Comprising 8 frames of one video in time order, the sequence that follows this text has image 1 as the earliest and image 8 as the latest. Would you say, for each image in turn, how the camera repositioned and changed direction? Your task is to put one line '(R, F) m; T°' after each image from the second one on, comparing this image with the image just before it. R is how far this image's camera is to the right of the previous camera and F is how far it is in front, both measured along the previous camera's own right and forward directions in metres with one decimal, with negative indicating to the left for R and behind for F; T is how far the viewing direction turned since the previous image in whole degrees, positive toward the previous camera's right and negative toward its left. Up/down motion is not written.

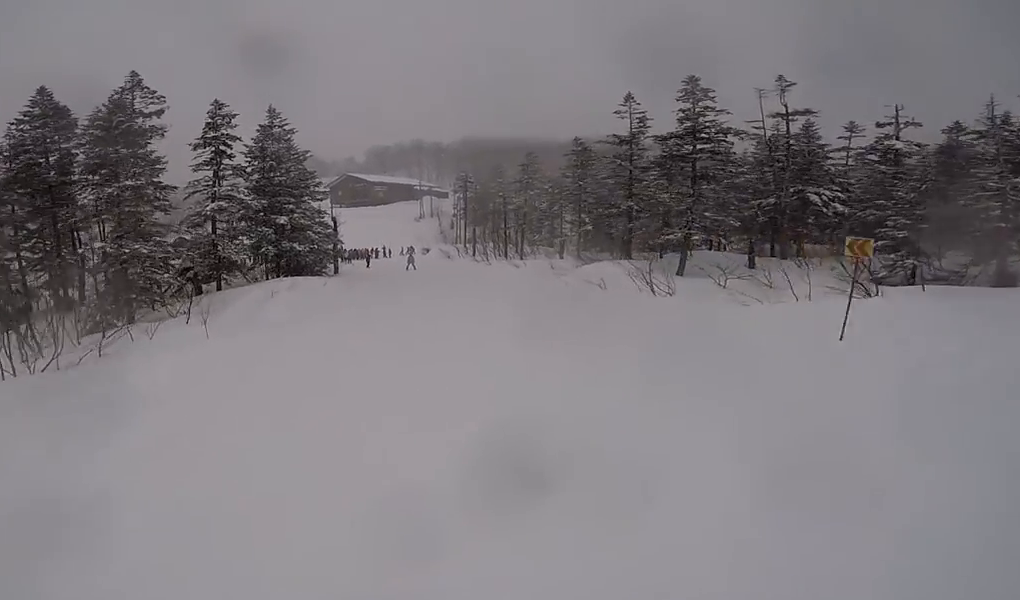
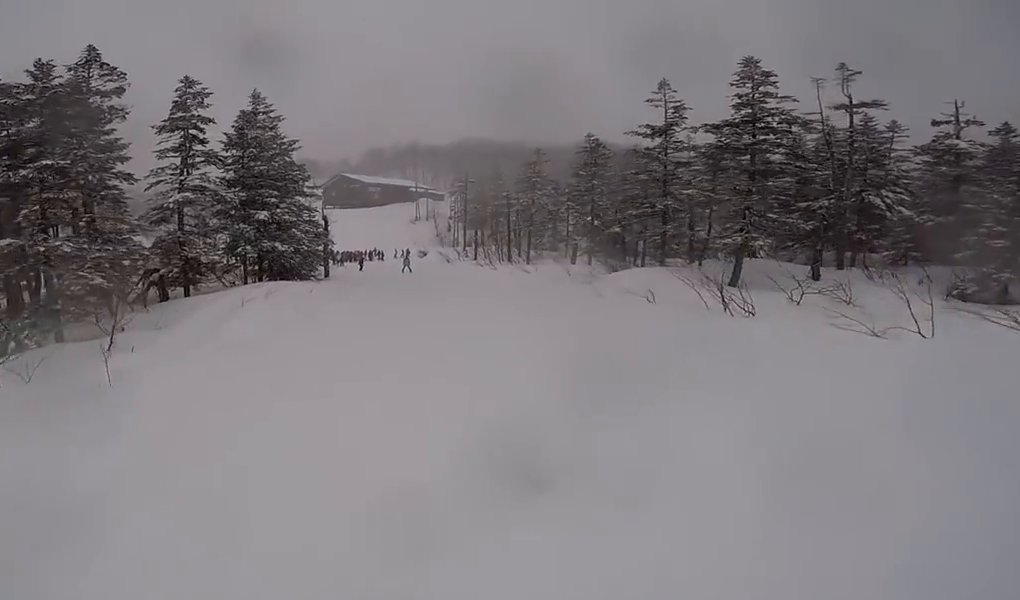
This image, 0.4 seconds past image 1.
(0.0, +3.7) m; 0°
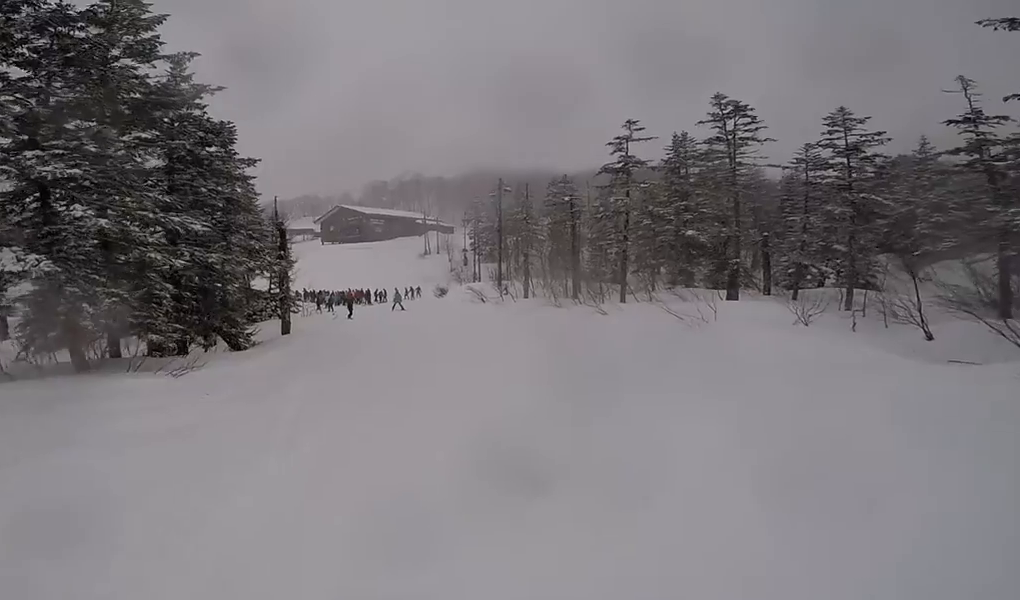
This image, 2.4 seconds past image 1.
(+0.4, +17.1) m; +1°
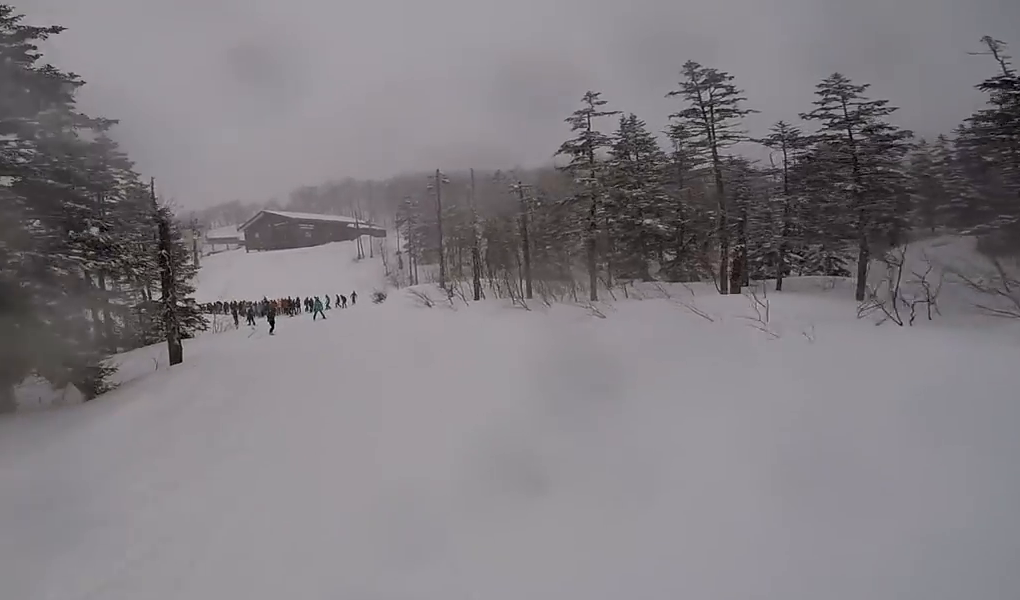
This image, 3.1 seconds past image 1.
(+0.1, +5.3) m; 0°
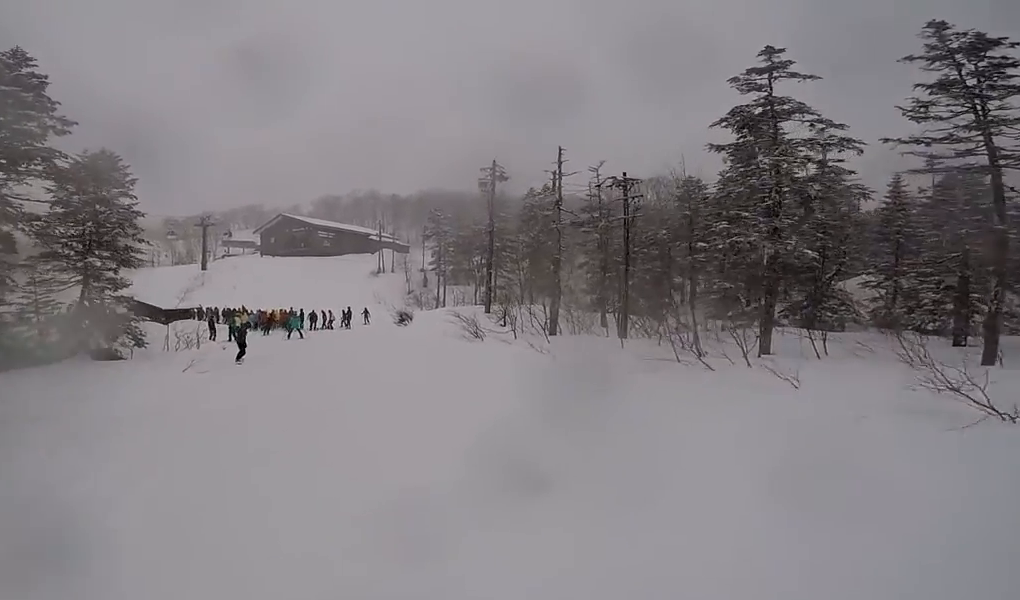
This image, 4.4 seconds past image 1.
(+0.3, +8.5) m; +7°
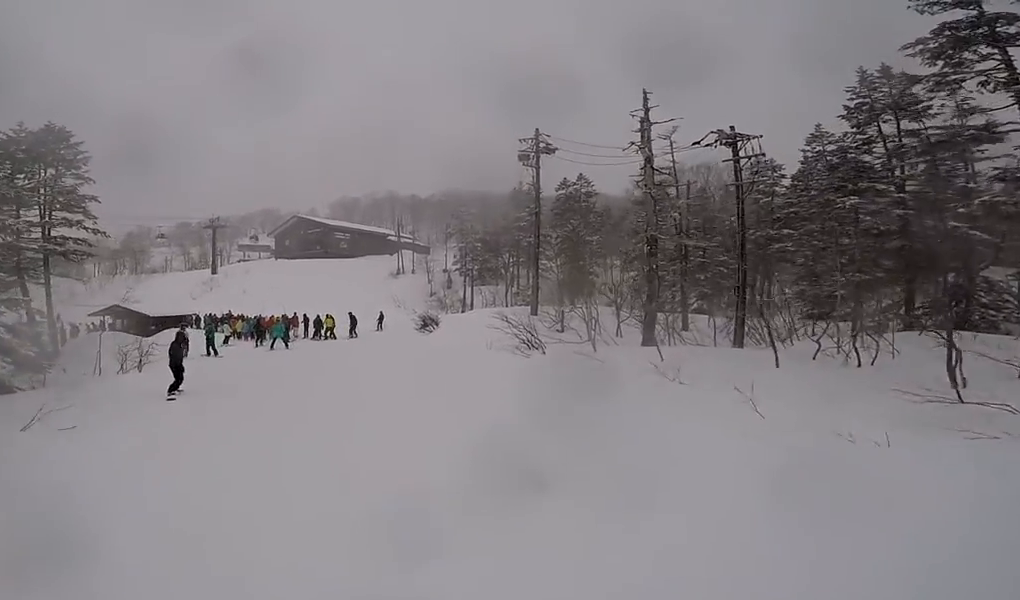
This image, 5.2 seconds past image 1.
(+0.5, +5.5) m; -5°
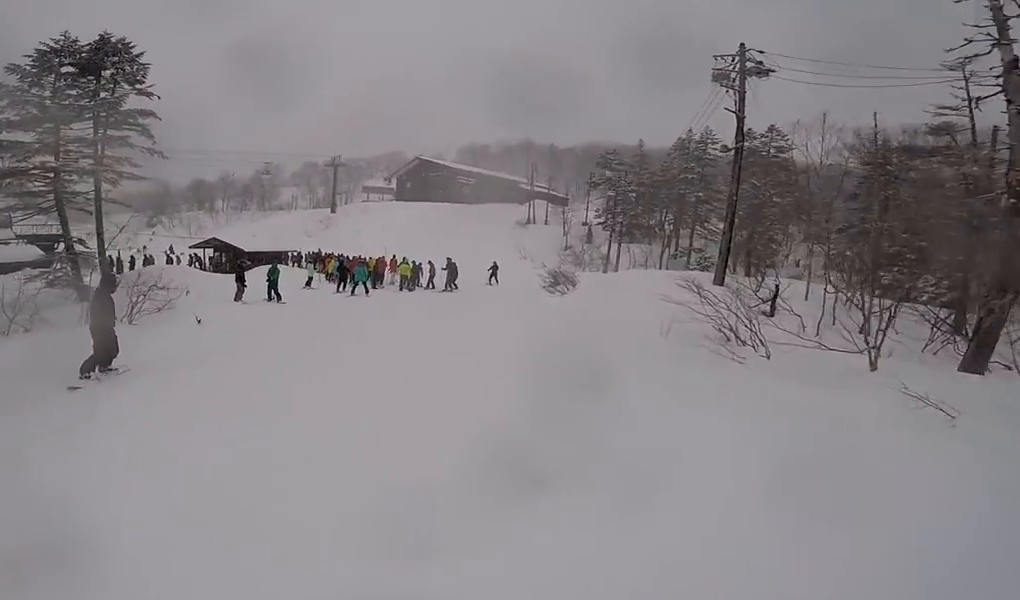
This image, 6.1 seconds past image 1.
(-1.0, +4.7) m; -13°
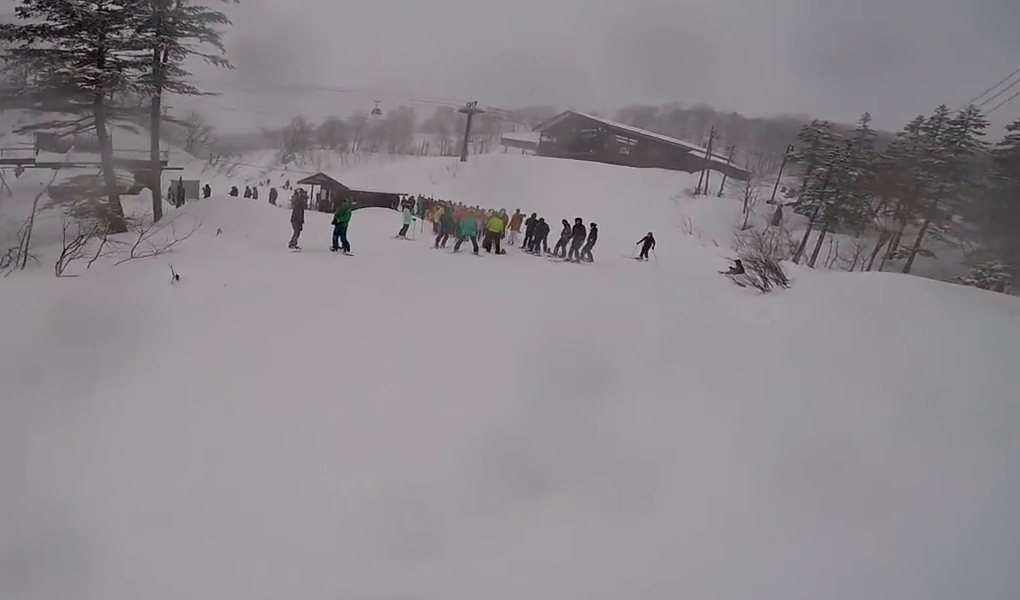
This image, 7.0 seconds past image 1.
(0.0, +4.4) m; -5°
